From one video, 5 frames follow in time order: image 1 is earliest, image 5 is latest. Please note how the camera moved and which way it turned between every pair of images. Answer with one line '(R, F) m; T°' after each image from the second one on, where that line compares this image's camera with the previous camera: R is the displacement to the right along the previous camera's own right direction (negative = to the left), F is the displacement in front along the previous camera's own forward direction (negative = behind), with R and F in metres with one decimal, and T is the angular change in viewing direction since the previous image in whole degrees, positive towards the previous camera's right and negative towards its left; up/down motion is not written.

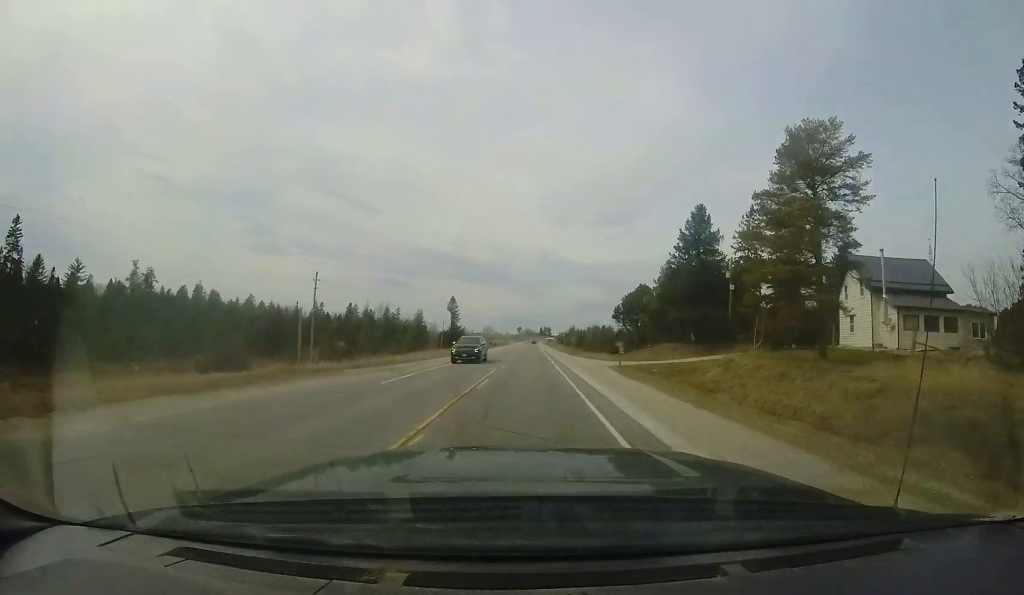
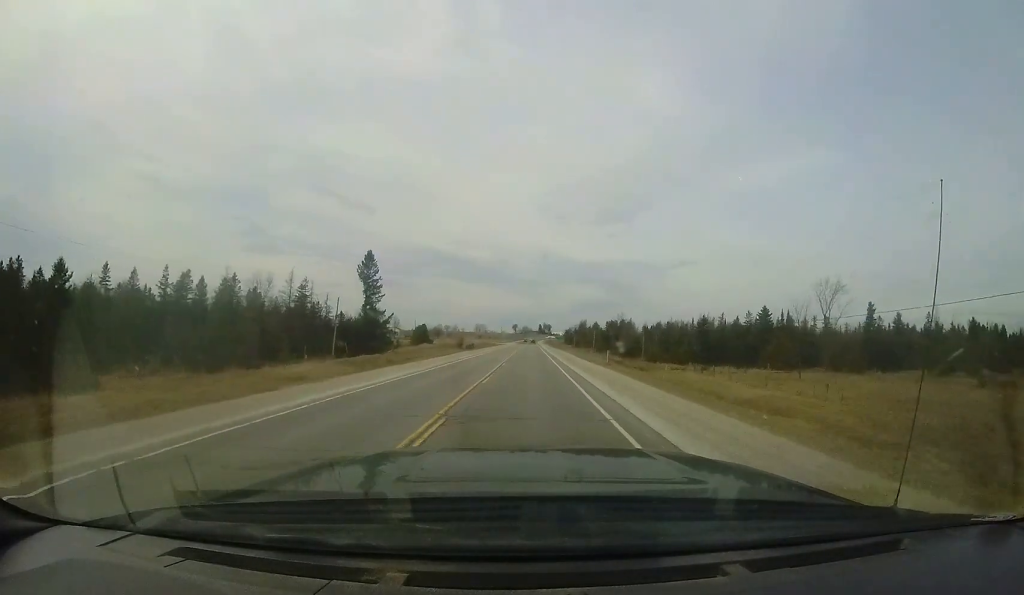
(-0.2, +71.9) m; 0°
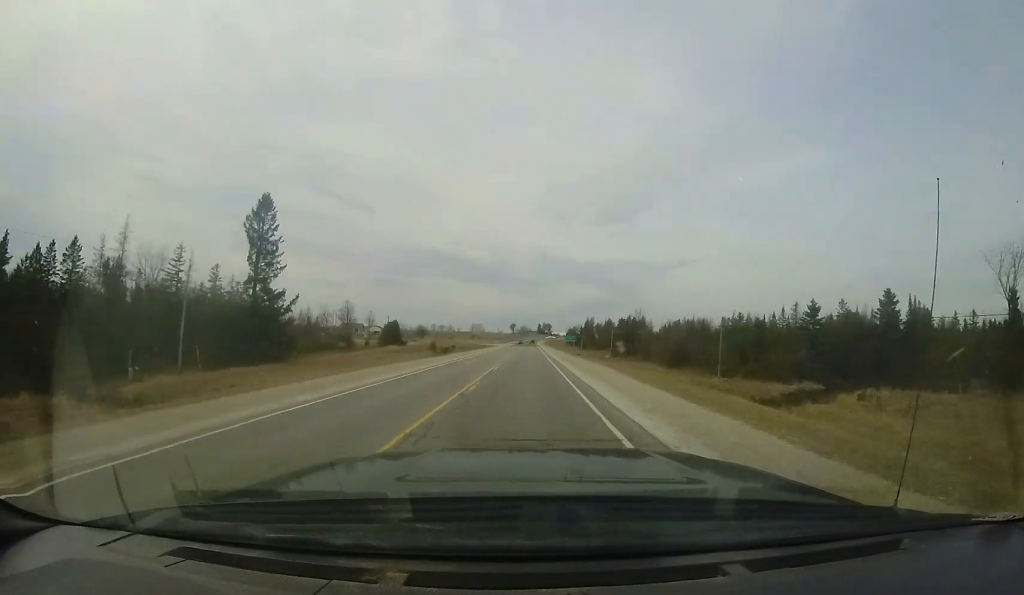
(-0.2, +29.9) m; 0°
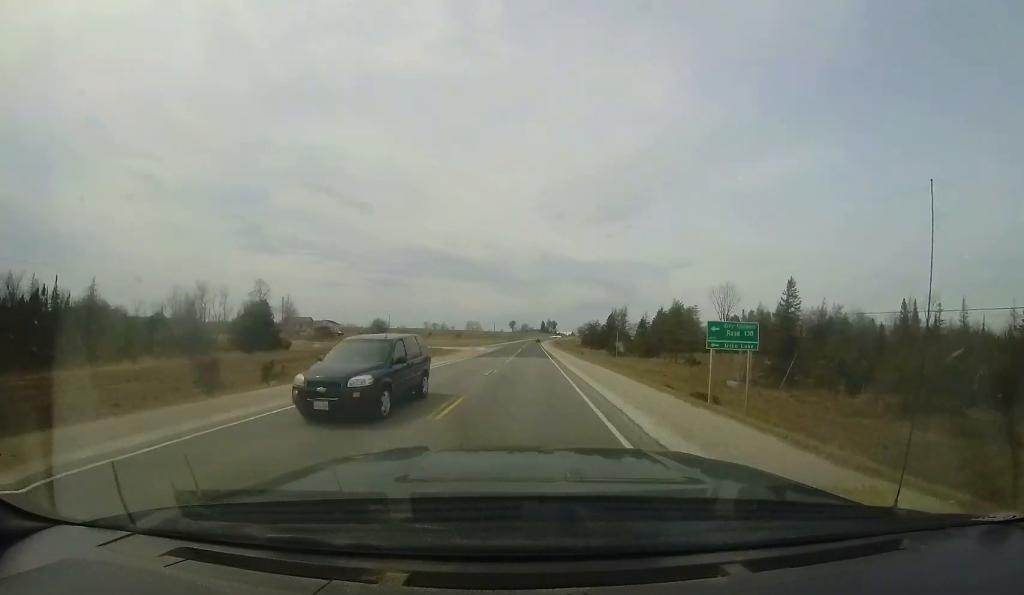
(-0.8, +60.1) m; -1°
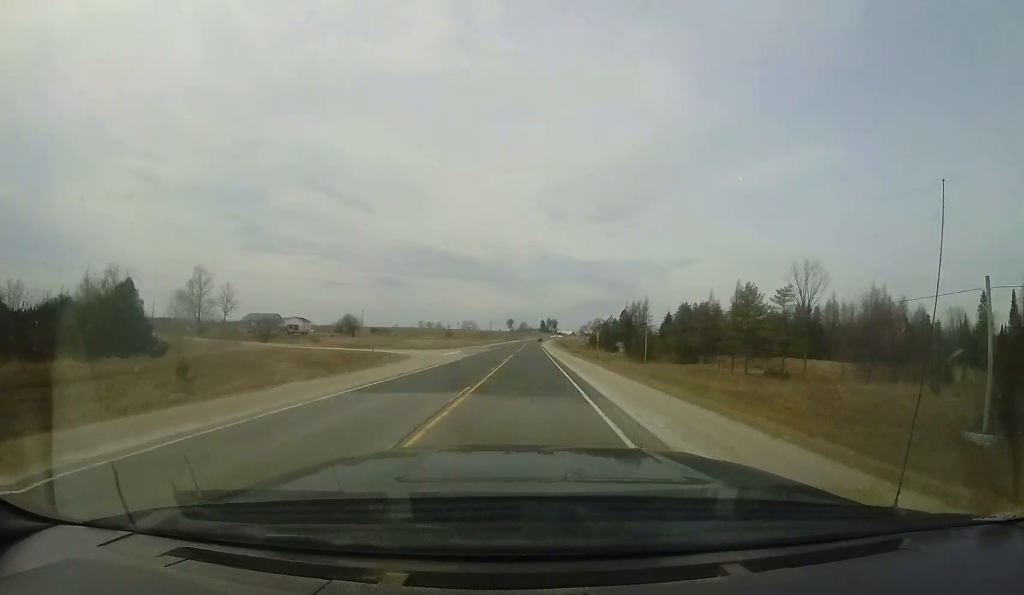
(+0.4, +23.9) m; +1°
